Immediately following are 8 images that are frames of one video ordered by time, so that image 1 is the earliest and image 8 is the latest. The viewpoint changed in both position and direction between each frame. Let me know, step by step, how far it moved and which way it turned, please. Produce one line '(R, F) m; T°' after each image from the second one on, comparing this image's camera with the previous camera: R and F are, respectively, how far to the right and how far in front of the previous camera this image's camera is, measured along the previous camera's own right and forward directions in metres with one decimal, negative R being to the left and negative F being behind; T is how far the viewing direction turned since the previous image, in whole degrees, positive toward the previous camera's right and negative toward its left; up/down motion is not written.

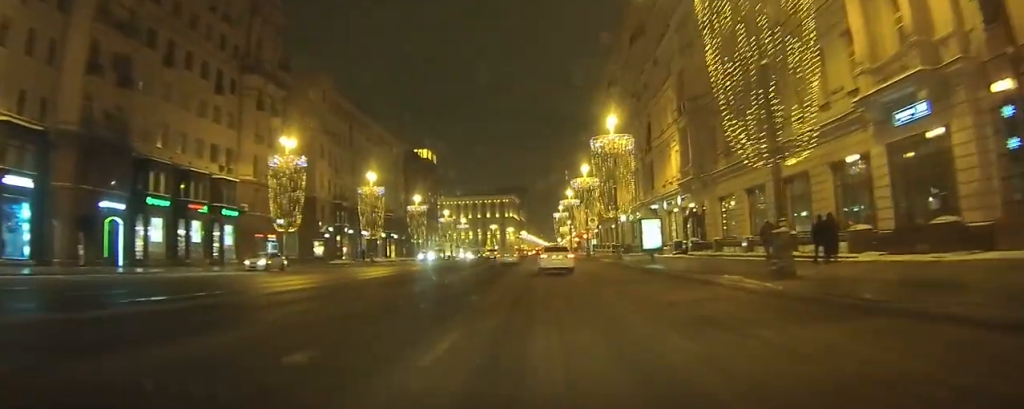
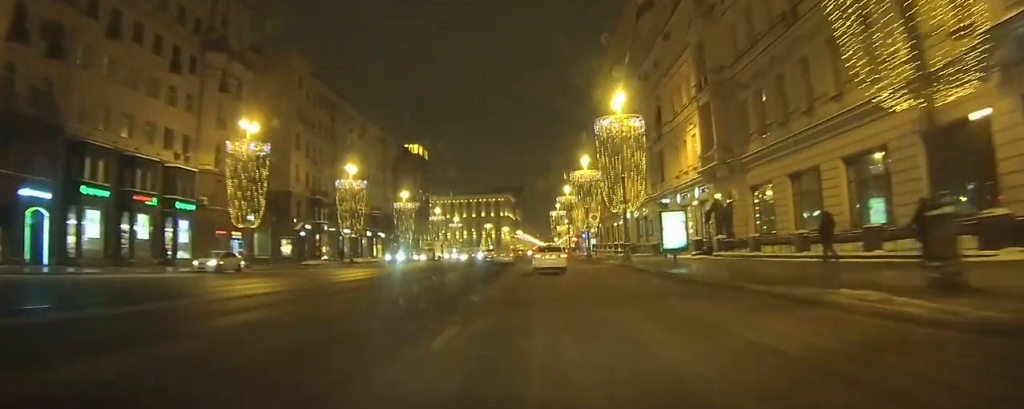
(+0.1, +7.1) m; +2°
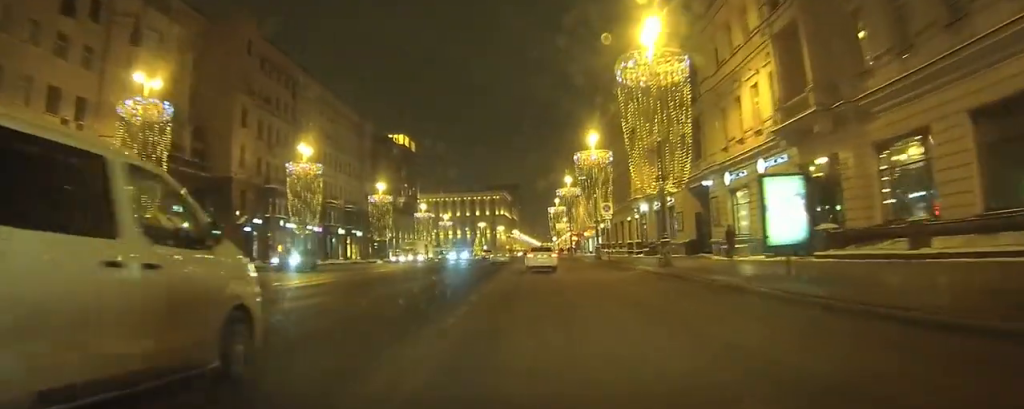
(+0.4, +13.6) m; +1°
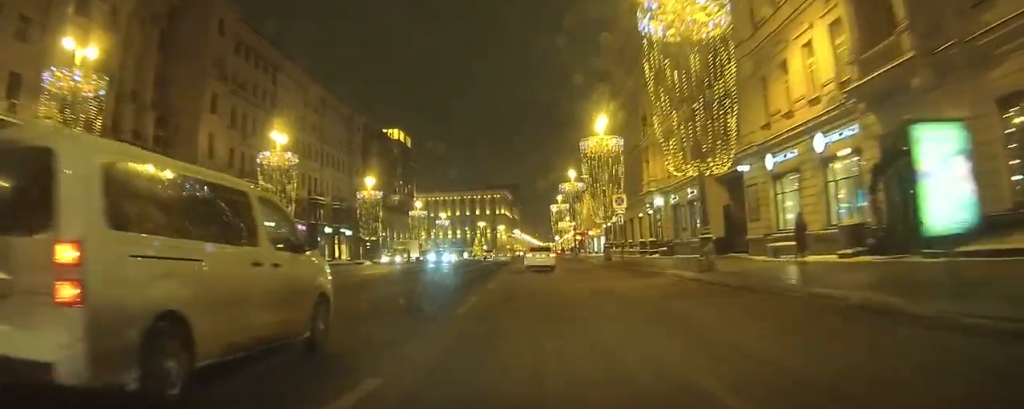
(+0.1, +6.5) m; -1°
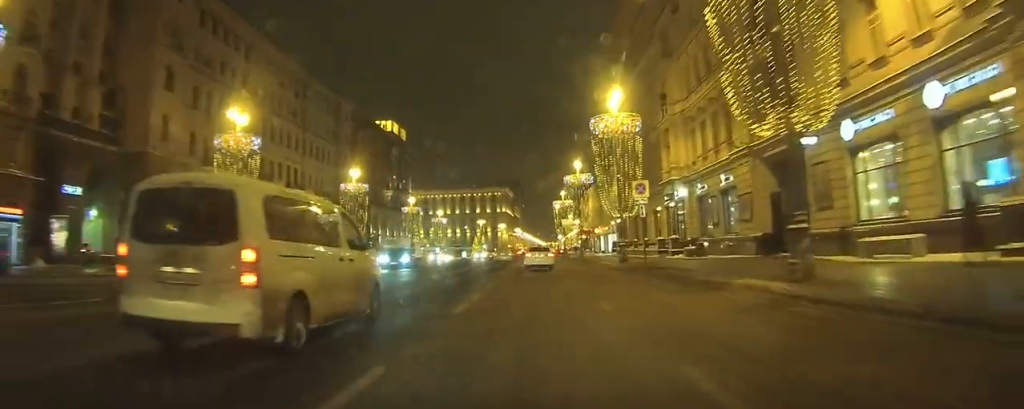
(-0.2, +7.6) m; -1°
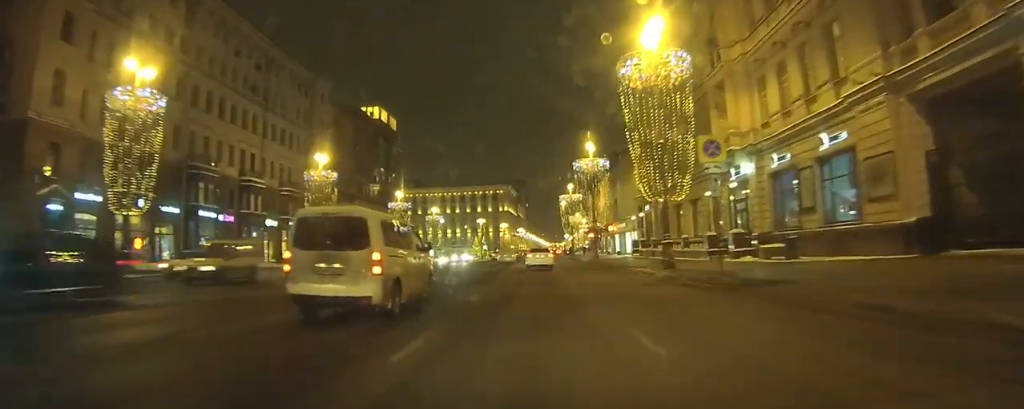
(-0.2, +12.9) m; -2°
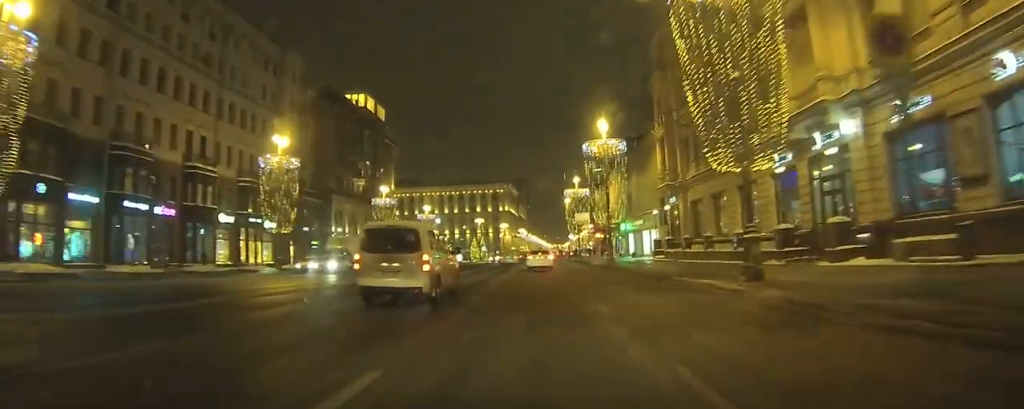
(-0.2, +10.5) m; -1°
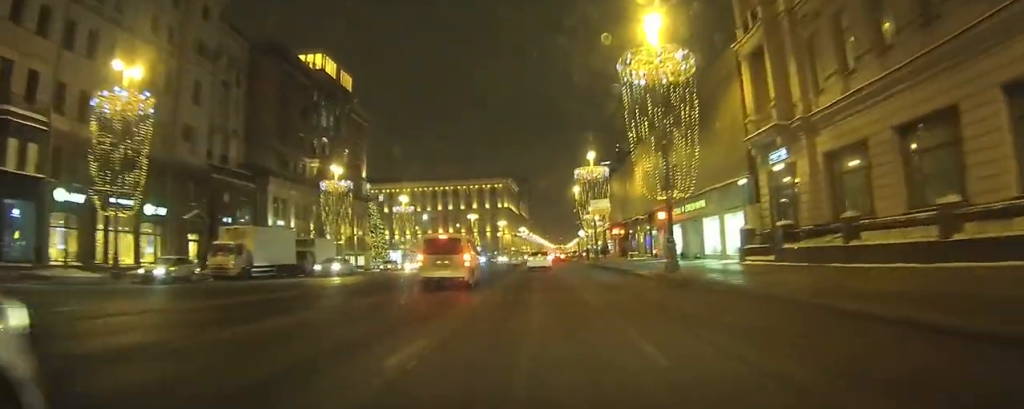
(-0.4, +21.5) m; -2°
